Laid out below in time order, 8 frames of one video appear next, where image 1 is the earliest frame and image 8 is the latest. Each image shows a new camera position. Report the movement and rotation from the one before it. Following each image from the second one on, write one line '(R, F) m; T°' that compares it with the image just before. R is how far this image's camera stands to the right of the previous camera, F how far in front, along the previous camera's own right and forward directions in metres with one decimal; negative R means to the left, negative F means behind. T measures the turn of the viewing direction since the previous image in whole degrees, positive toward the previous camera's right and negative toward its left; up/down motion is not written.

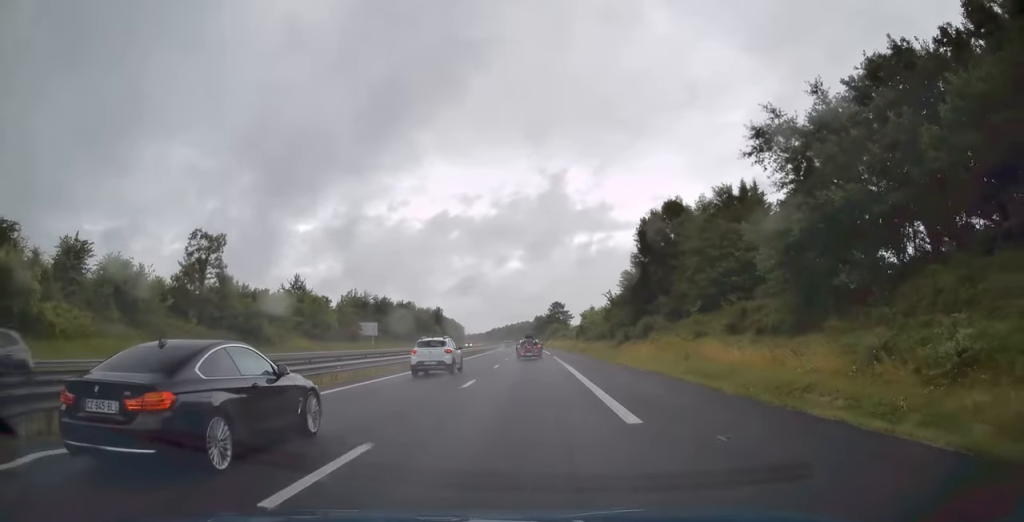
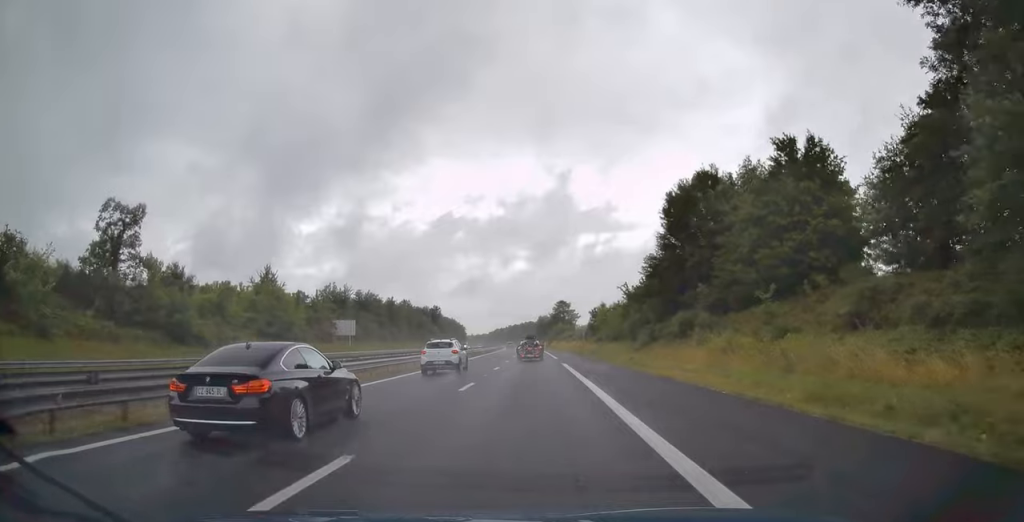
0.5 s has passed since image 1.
(-0.1, +14.0) m; 0°
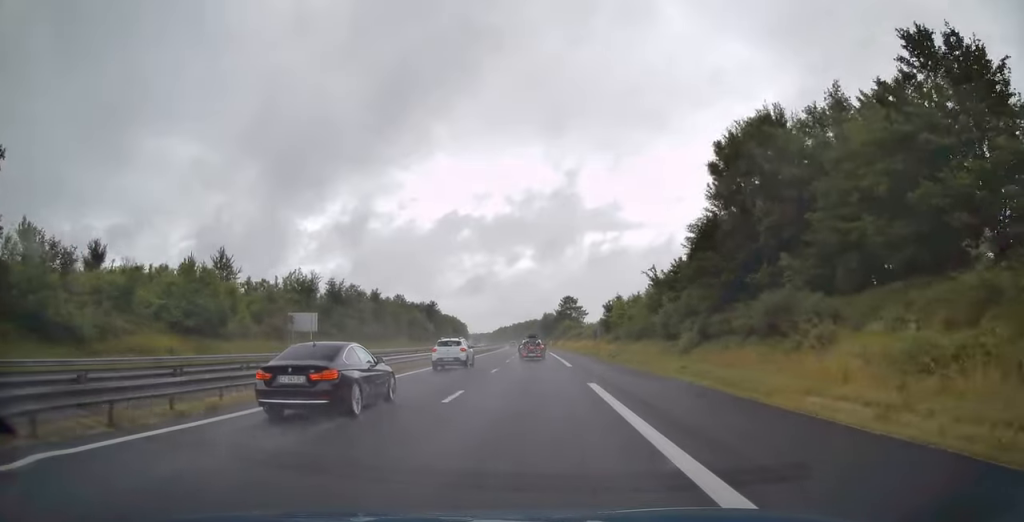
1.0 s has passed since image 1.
(0.0, +16.5) m; 0°
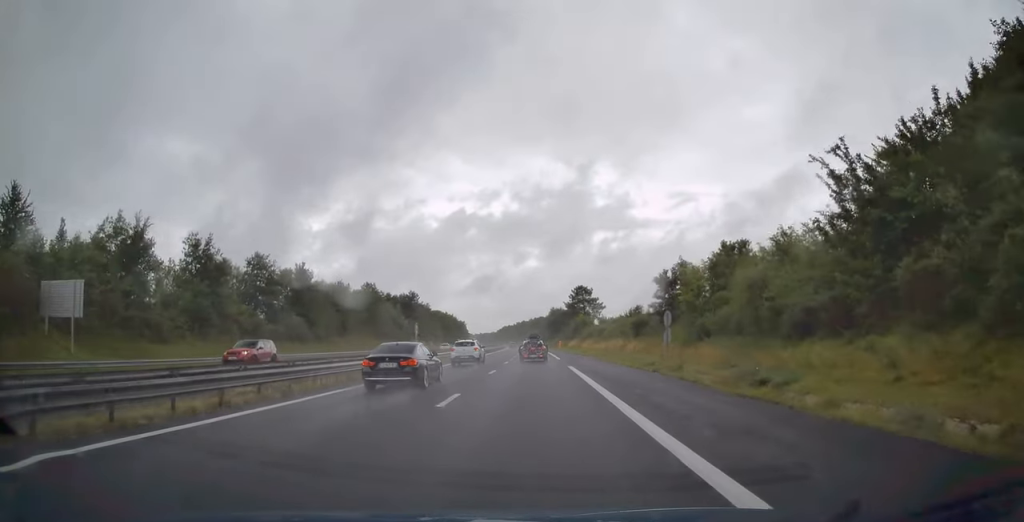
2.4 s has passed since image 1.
(-0.2, +40.1) m; -1°
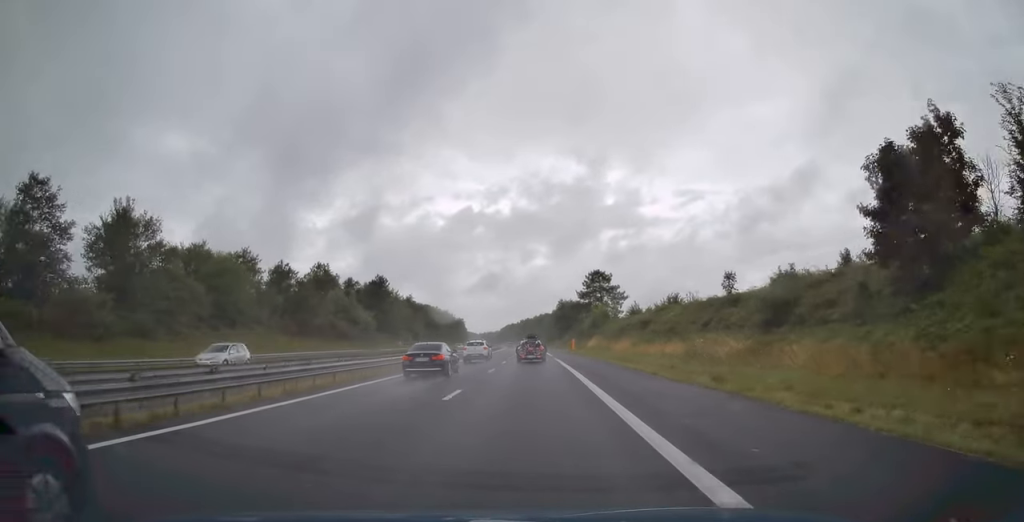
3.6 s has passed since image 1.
(0.0, +37.9) m; 0°
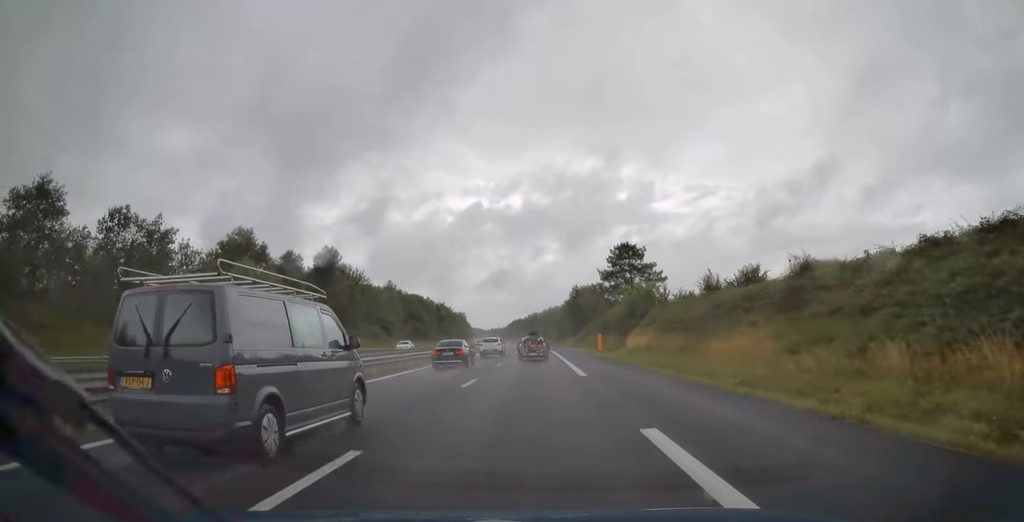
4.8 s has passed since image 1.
(-0.3, +35.8) m; -1°
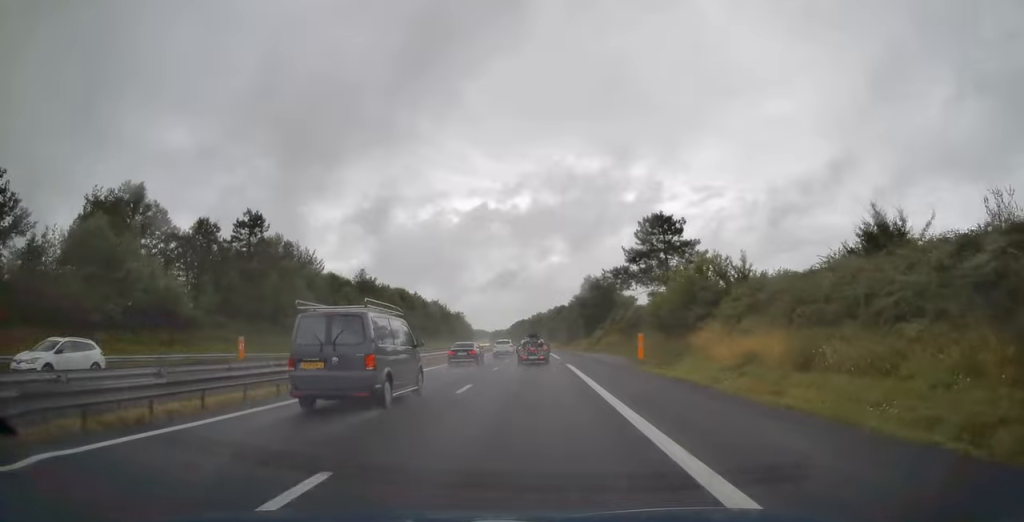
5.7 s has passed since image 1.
(-0.1, +27.1) m; -1°
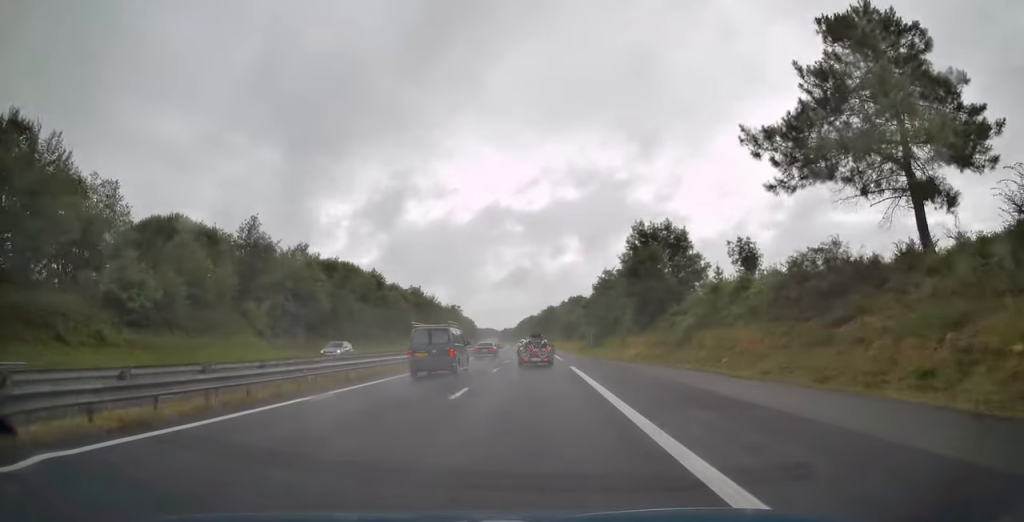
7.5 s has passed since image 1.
(-0.5, +53.8) m; -1°
